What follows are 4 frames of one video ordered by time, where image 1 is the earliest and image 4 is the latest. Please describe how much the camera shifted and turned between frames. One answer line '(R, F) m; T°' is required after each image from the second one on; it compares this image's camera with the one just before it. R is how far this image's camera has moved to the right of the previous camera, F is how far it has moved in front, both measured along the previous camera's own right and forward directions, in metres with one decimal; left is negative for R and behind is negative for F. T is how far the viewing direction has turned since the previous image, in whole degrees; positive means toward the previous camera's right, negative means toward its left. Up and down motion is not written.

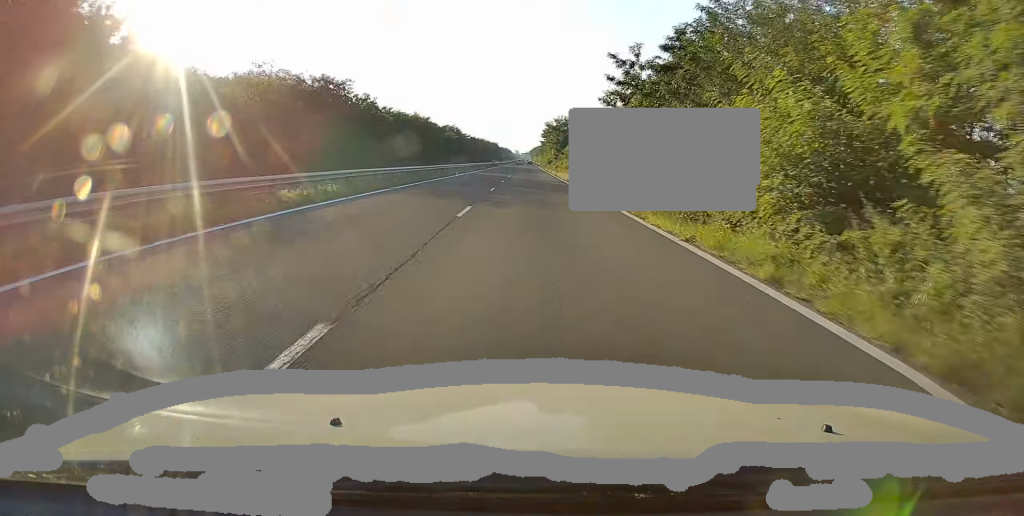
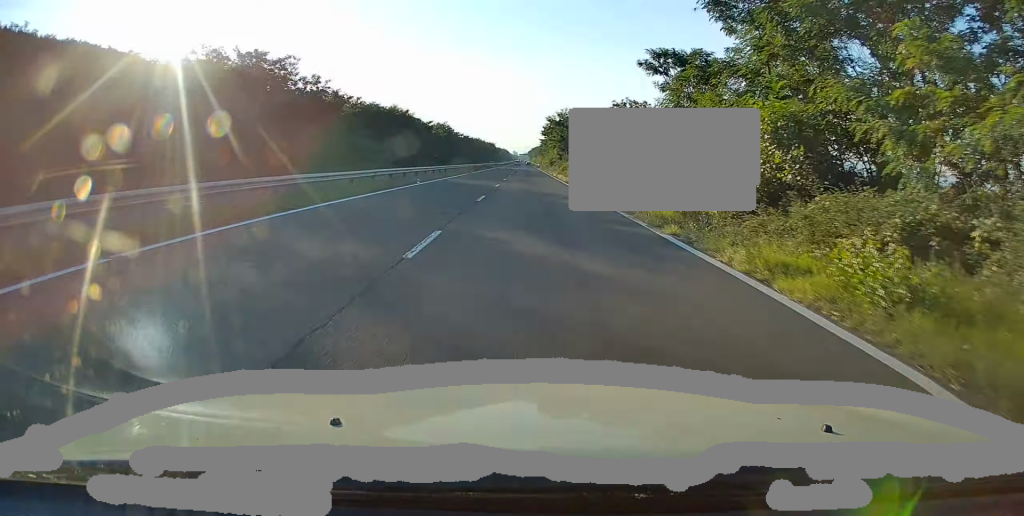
(0.0, +18.1) m; 0°
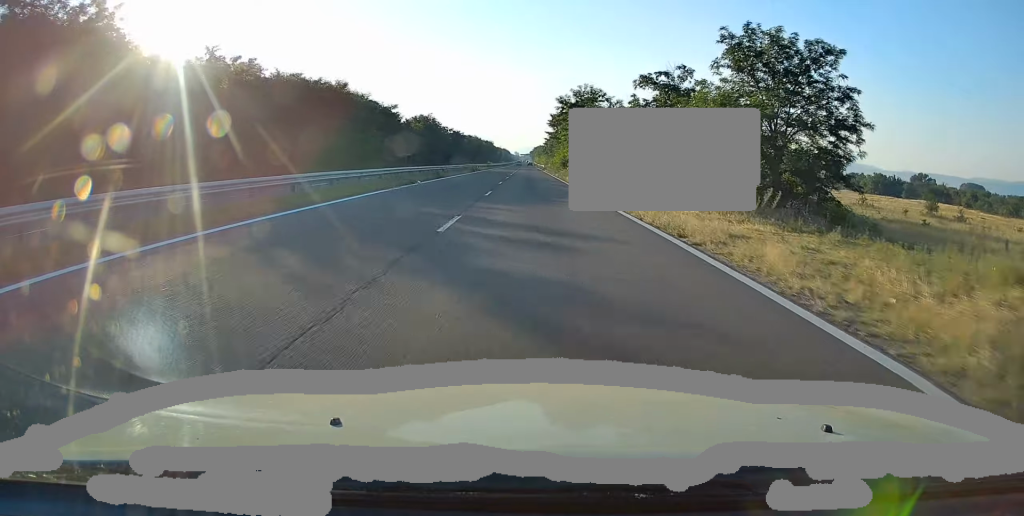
(0.0, +33.0) m; 0°
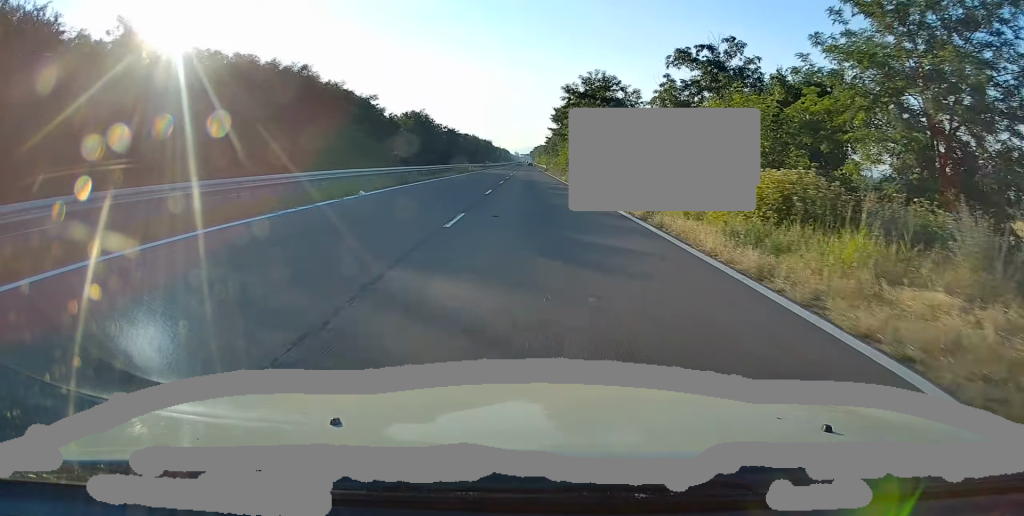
(0.0, +11.5) m; 0°
